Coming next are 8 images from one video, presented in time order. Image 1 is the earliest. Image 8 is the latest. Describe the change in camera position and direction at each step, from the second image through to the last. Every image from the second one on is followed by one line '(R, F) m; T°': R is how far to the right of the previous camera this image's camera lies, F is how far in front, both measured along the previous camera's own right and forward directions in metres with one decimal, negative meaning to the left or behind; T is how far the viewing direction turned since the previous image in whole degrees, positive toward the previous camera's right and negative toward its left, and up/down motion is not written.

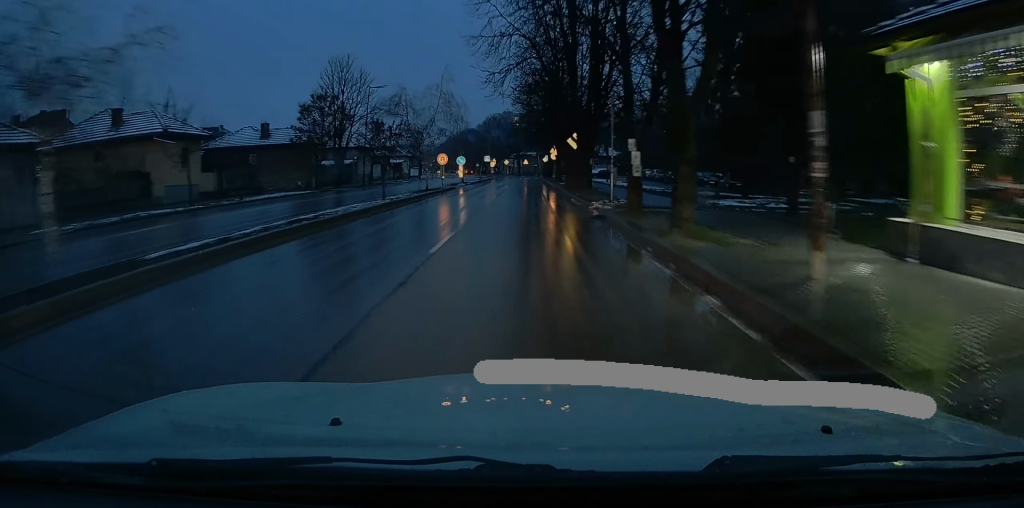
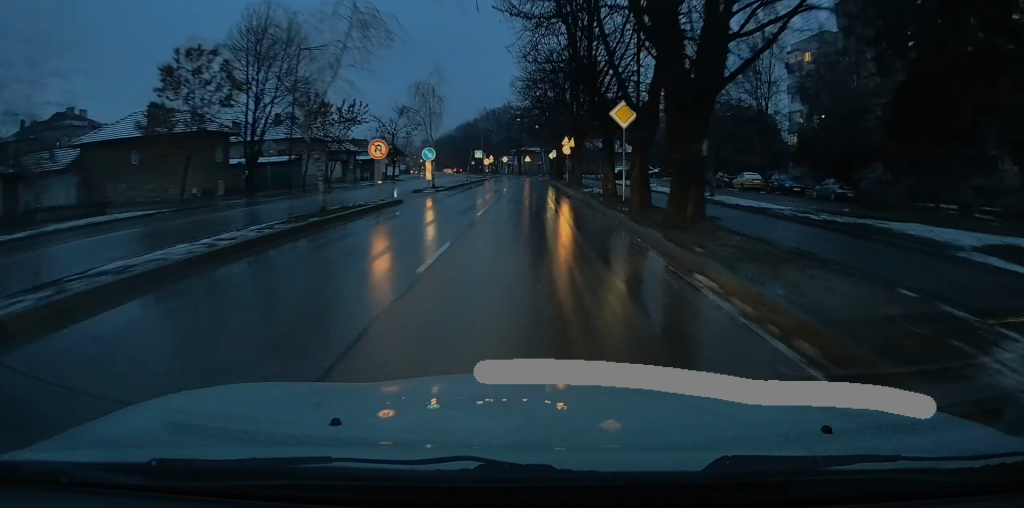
(+0.1, +19.3) m; 0°
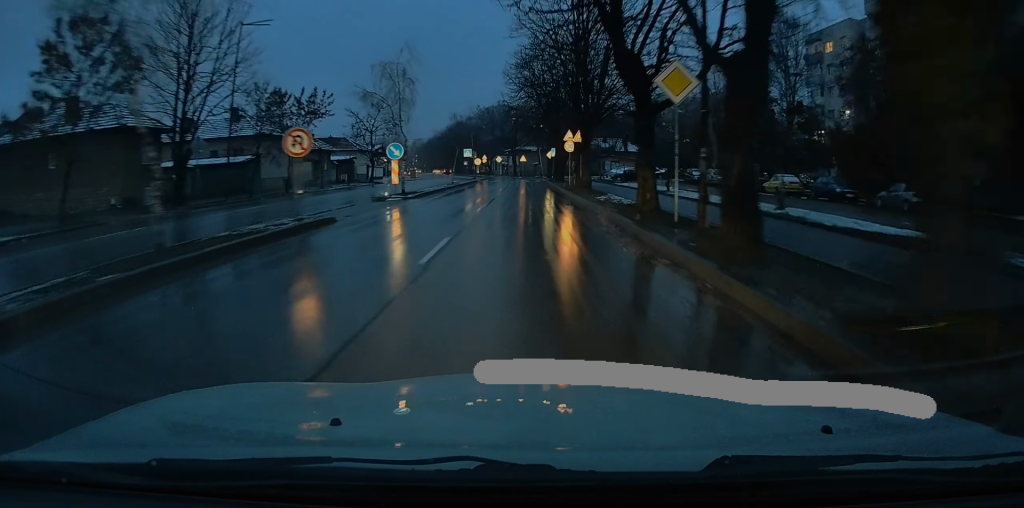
(-0.2, +8.1) m; 0°
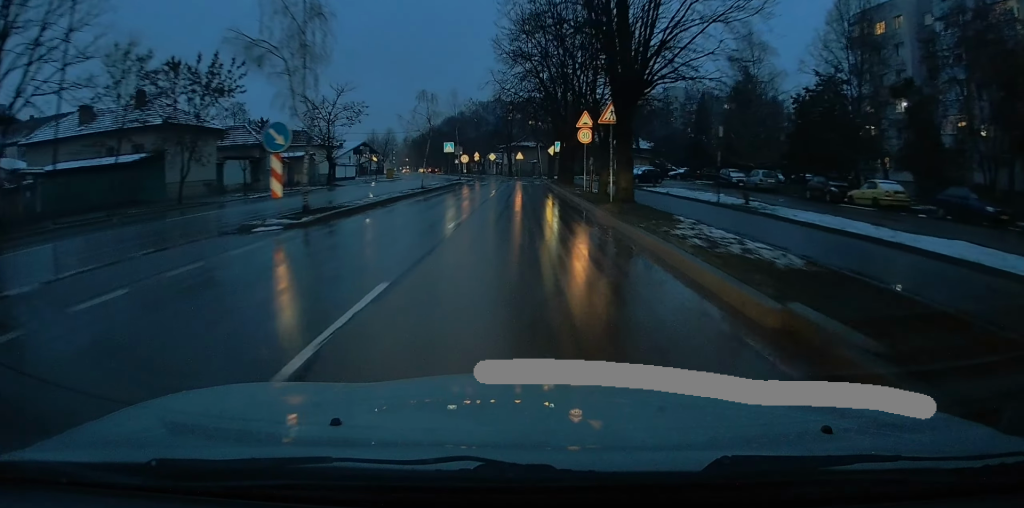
(+0.4, +13.3) m; +3°
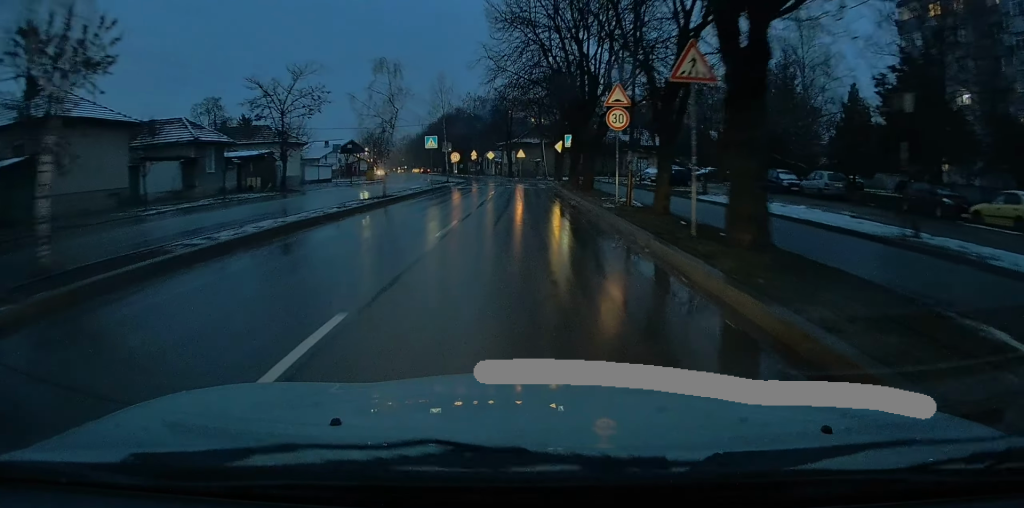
(0.0, +10.3) m; -1°
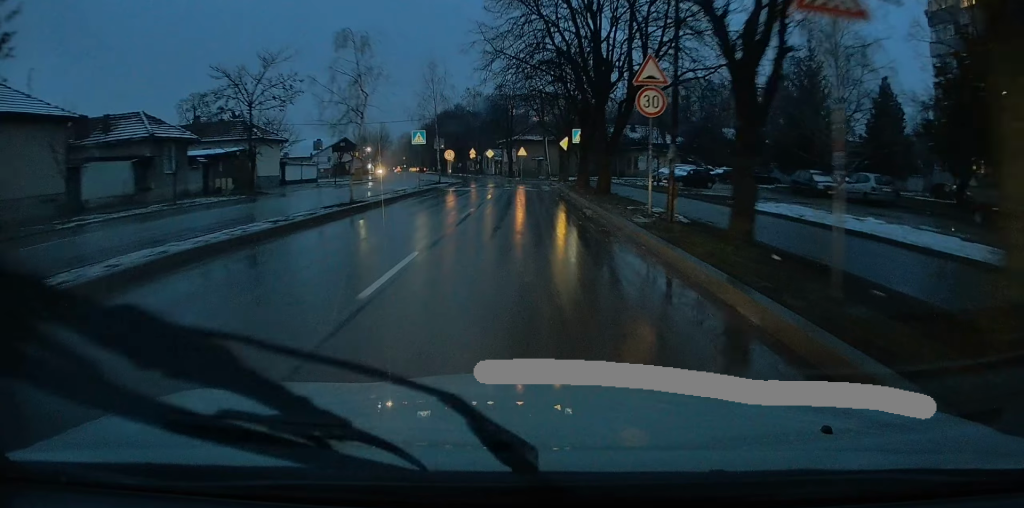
(-0.2, +5.3) m; -1°
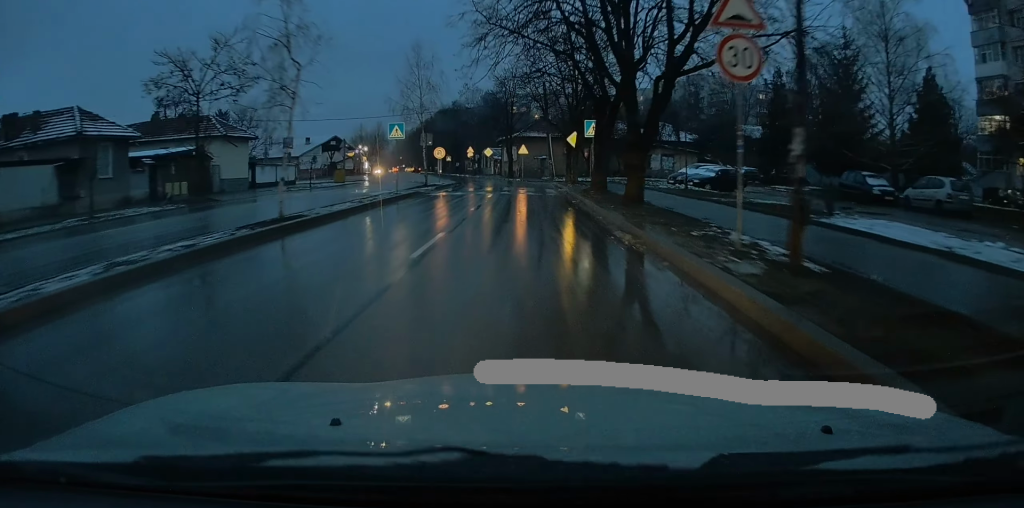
(+0.1, +6.3) m; +1°
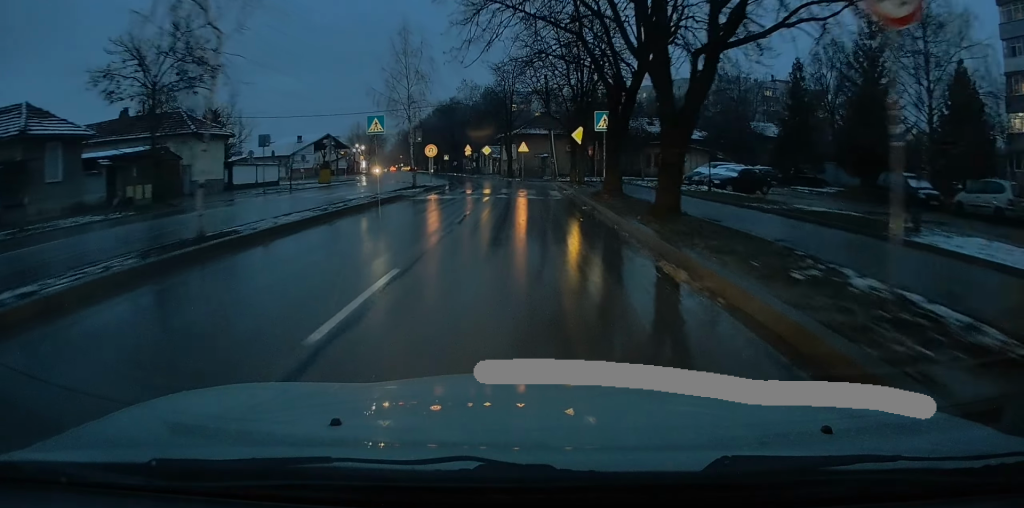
(0.0, +4.0) m; 0°
